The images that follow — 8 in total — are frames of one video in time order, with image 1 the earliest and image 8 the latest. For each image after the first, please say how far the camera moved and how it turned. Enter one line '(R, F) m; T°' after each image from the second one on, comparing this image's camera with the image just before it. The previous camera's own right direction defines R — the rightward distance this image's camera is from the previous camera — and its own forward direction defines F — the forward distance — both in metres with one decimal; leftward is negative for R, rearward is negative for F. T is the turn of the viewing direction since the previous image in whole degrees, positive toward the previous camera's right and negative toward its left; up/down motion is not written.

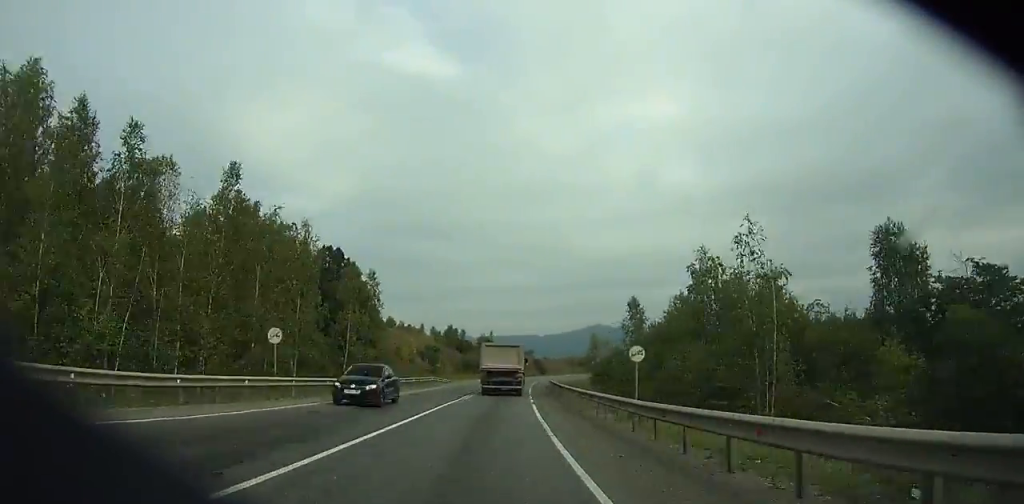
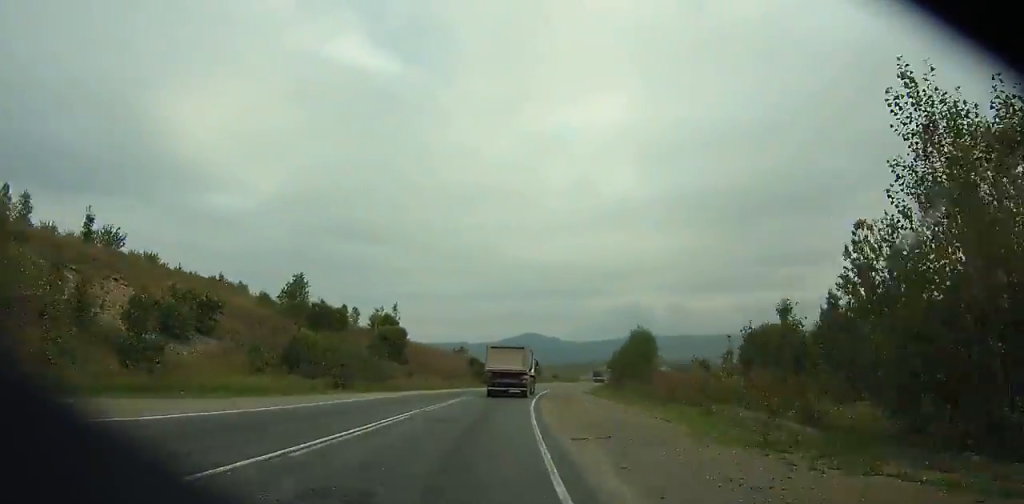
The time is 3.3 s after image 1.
(+3.7, +69.3) m; +7°
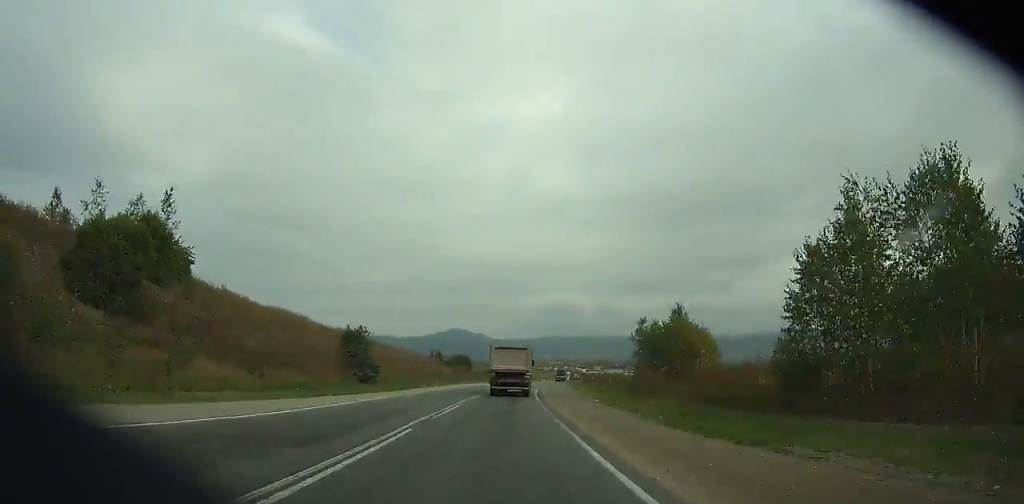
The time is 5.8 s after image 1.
(+3.1, +50.8) m; +6°
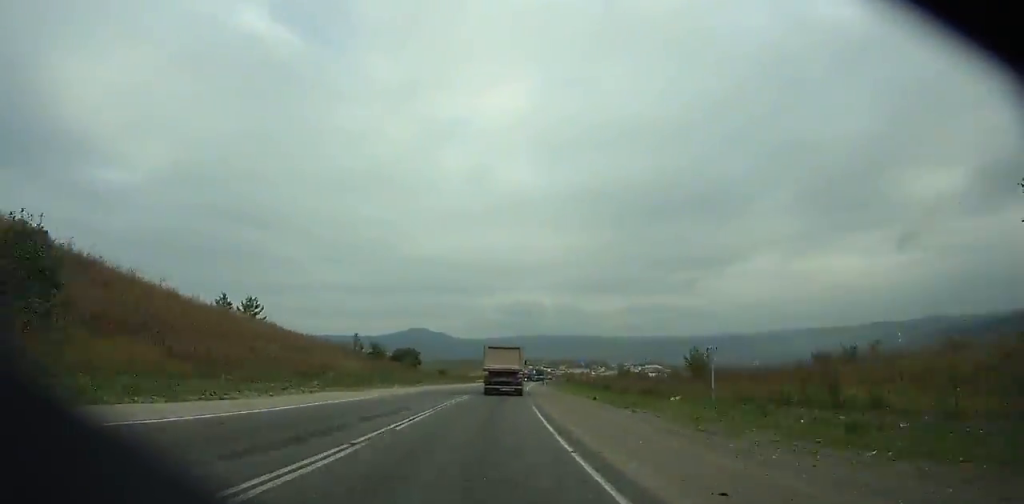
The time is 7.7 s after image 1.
(+1.6, +37.5) m; +4°
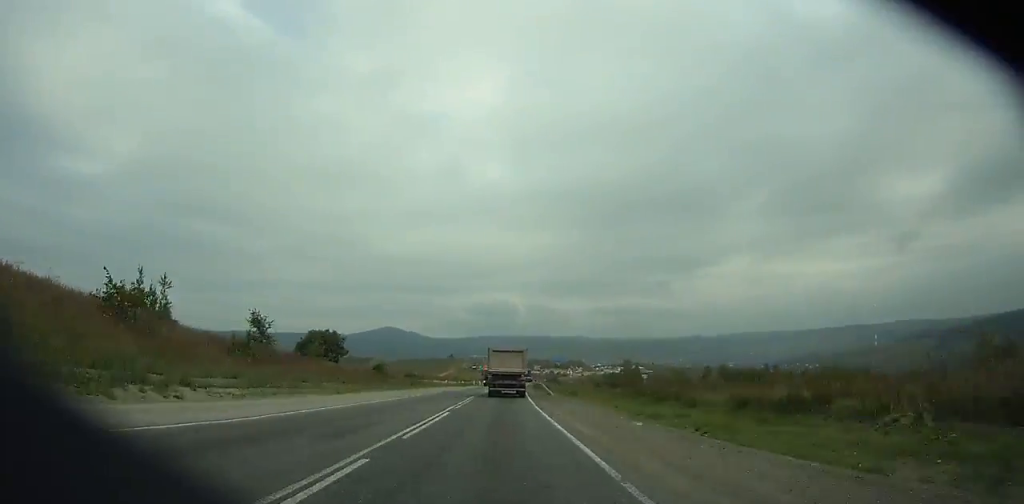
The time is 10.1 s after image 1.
(+1.8, +46.1) m; +4°
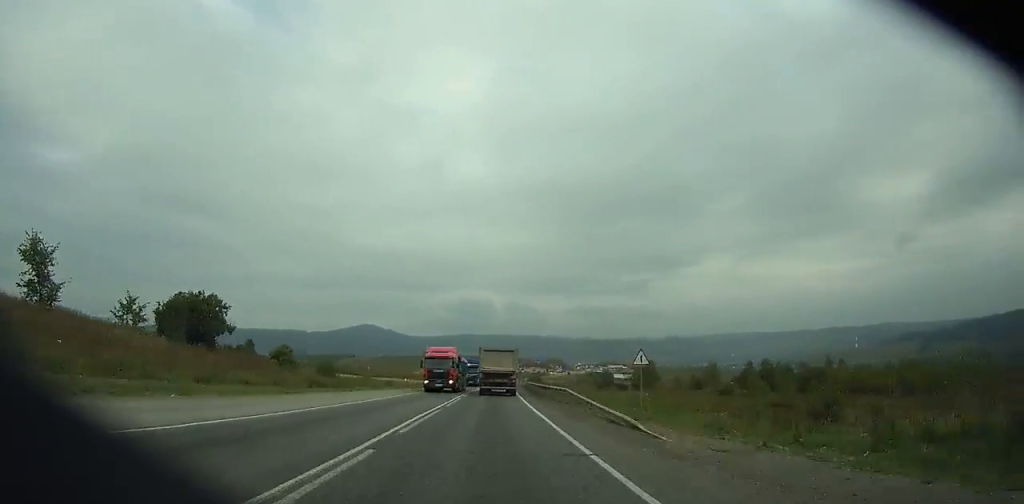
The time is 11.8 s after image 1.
(+0.6, +31.9) m; +2°
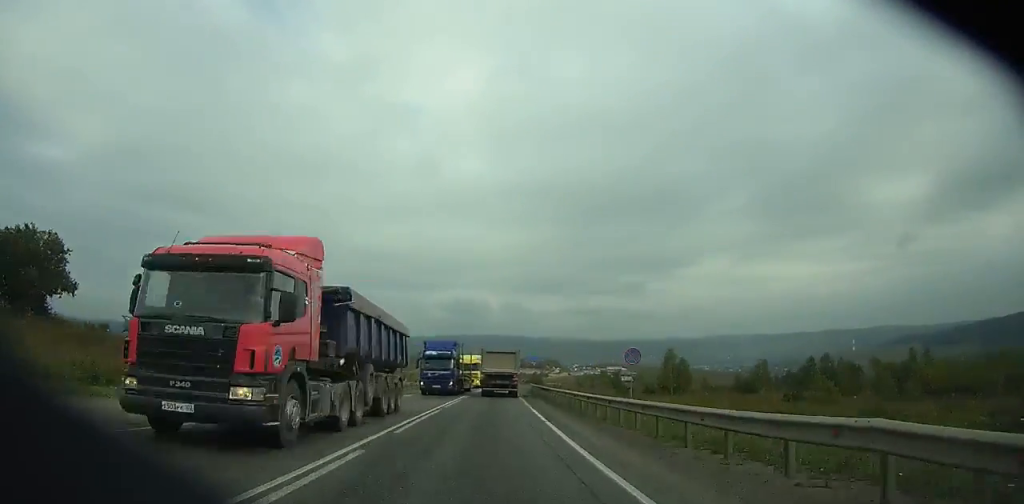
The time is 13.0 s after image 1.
(+0.2, +22.7) m; +1°
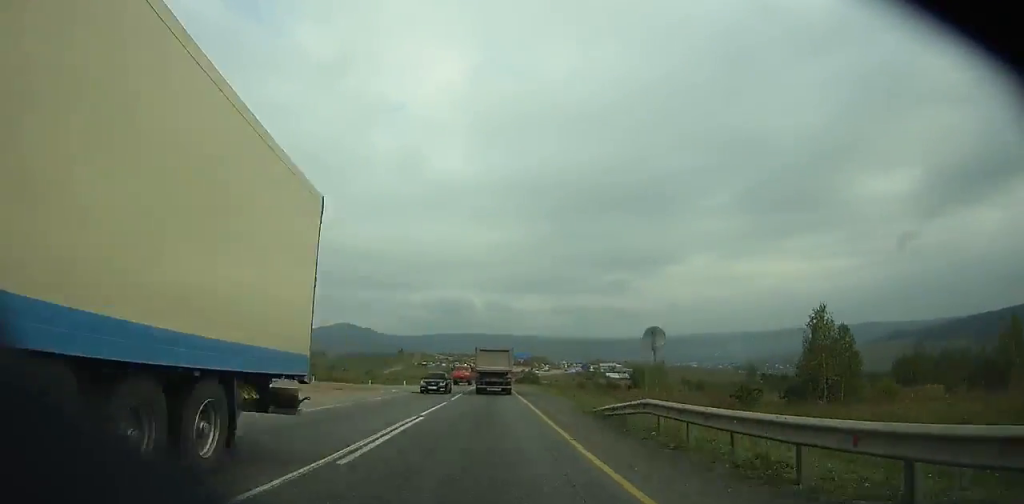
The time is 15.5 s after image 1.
(+1.1, +48.0) m; +1°
